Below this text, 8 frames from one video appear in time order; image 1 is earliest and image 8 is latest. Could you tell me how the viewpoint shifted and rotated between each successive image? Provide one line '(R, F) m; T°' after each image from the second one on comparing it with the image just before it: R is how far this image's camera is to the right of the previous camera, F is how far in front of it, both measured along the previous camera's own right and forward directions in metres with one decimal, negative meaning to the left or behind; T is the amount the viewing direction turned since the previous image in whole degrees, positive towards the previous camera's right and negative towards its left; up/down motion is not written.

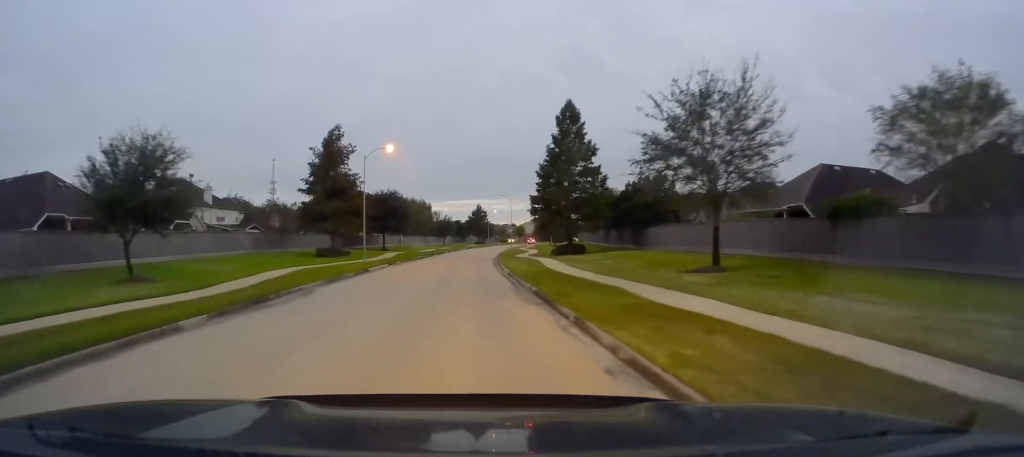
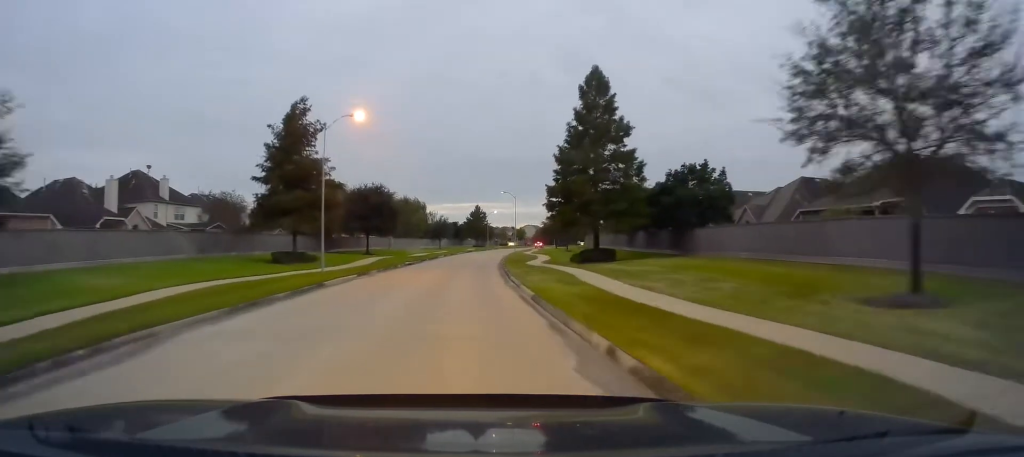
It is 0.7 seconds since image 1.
(0.0, +10.3) m; 0°
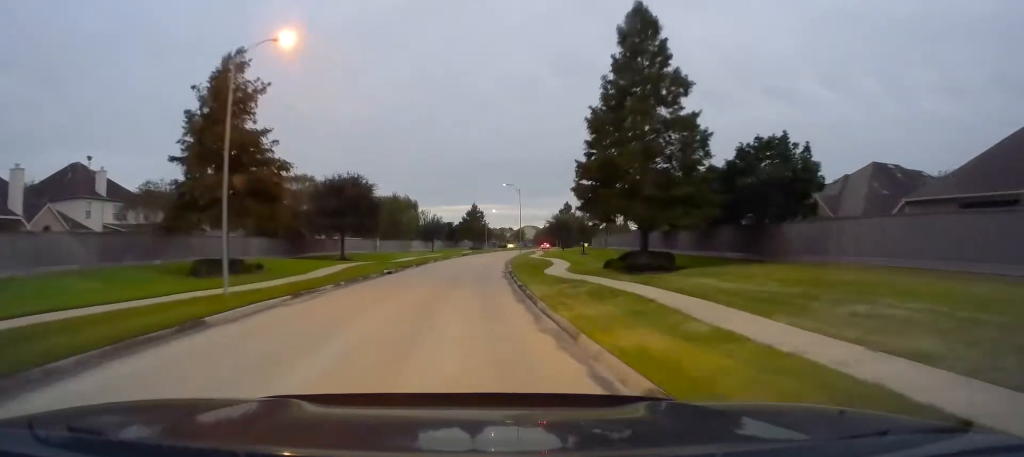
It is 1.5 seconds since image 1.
(0.0, +12.4) m; 0°
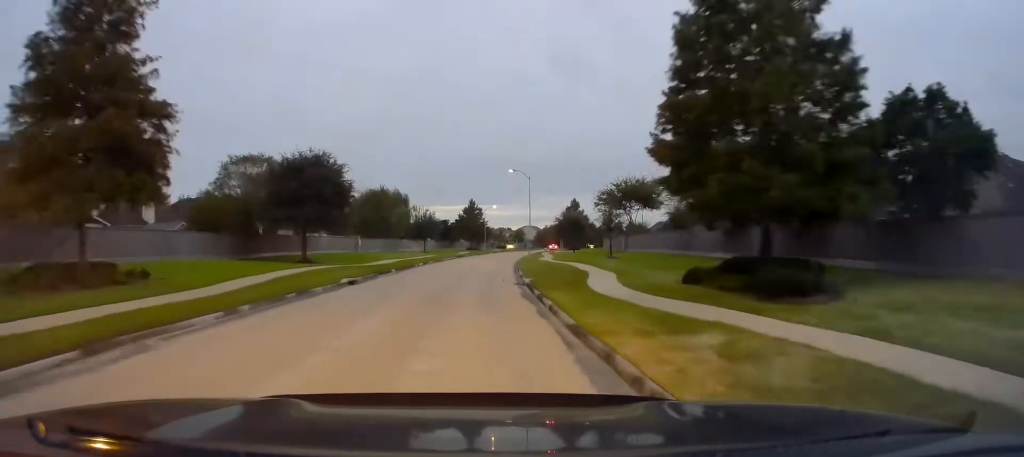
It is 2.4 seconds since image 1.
(0.0, +12.4) m; 0°
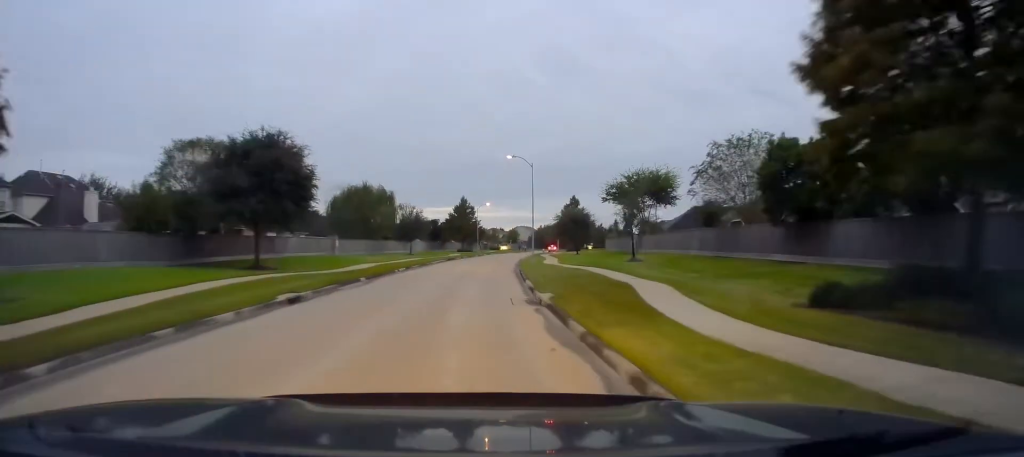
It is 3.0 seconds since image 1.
(0.0, +8.7) m; 0°
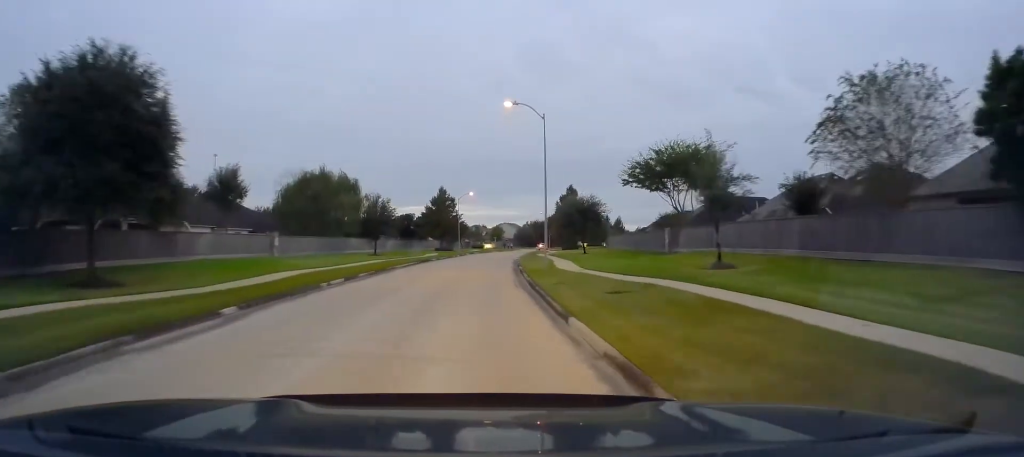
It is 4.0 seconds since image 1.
(0.0, +15.7) m; +1°
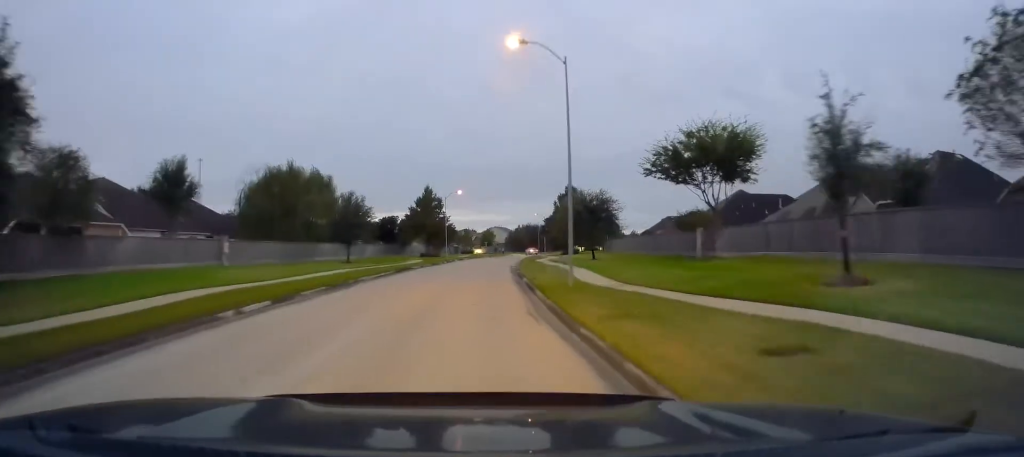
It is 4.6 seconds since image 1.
(-0.1, +8.9) m; +2°
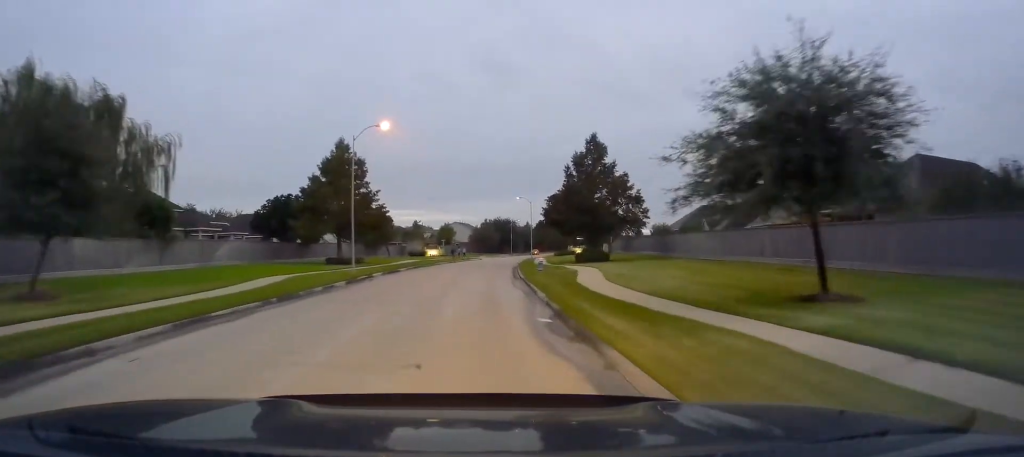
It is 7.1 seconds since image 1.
(+1.5, +38.7) m; +3°
